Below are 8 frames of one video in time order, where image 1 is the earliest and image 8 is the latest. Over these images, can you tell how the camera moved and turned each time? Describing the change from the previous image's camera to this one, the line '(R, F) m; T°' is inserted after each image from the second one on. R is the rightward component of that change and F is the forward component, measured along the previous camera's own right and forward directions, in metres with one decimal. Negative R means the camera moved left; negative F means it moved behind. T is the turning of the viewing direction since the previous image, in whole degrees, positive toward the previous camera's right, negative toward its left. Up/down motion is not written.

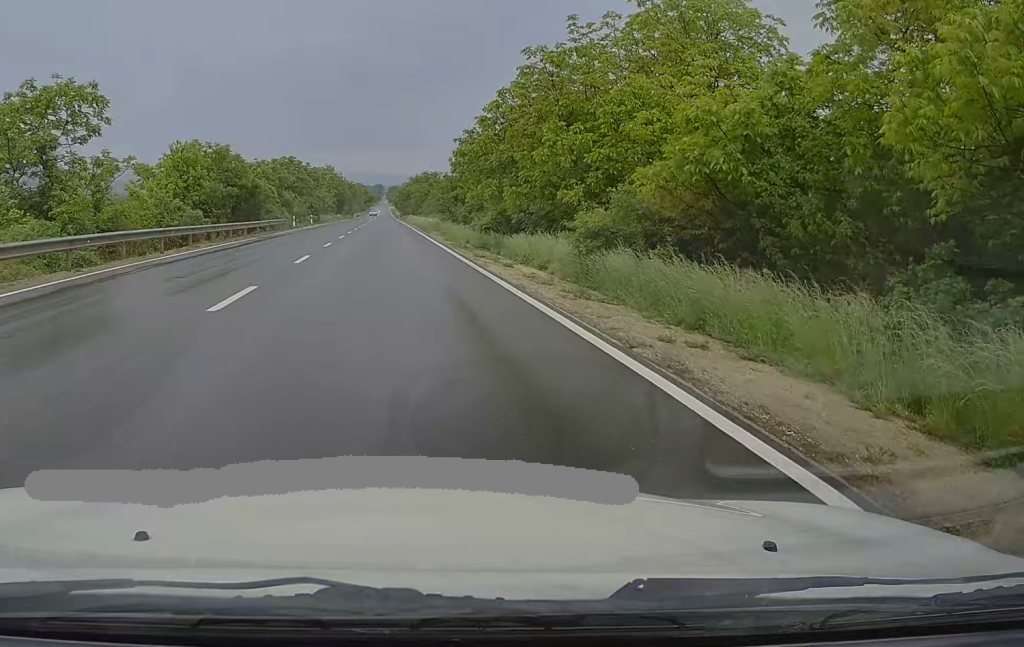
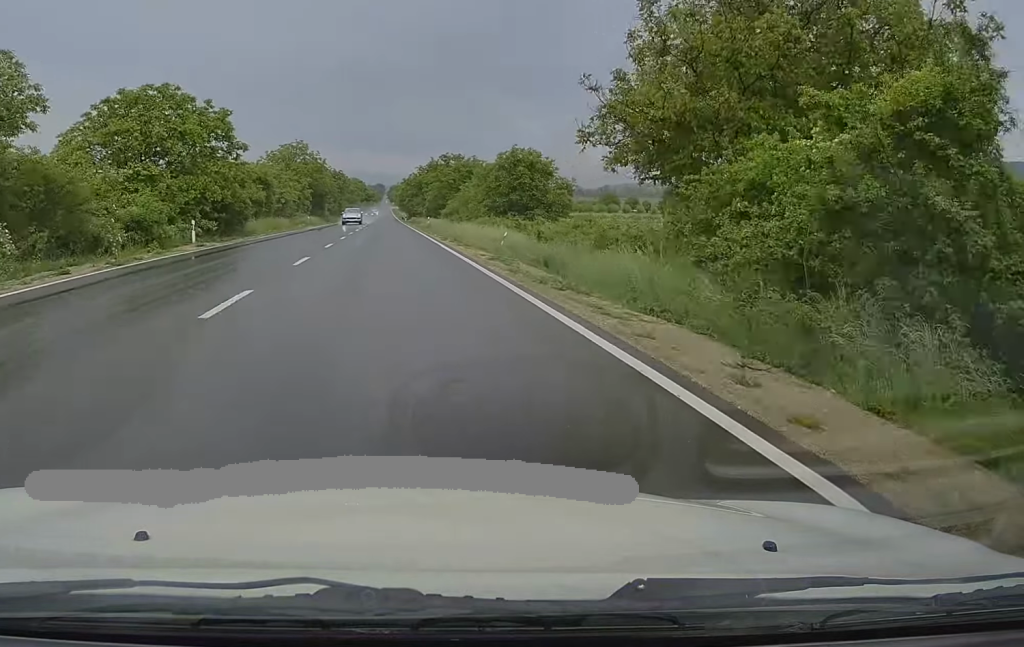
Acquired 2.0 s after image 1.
(-0.2, +53.9) m; -1°
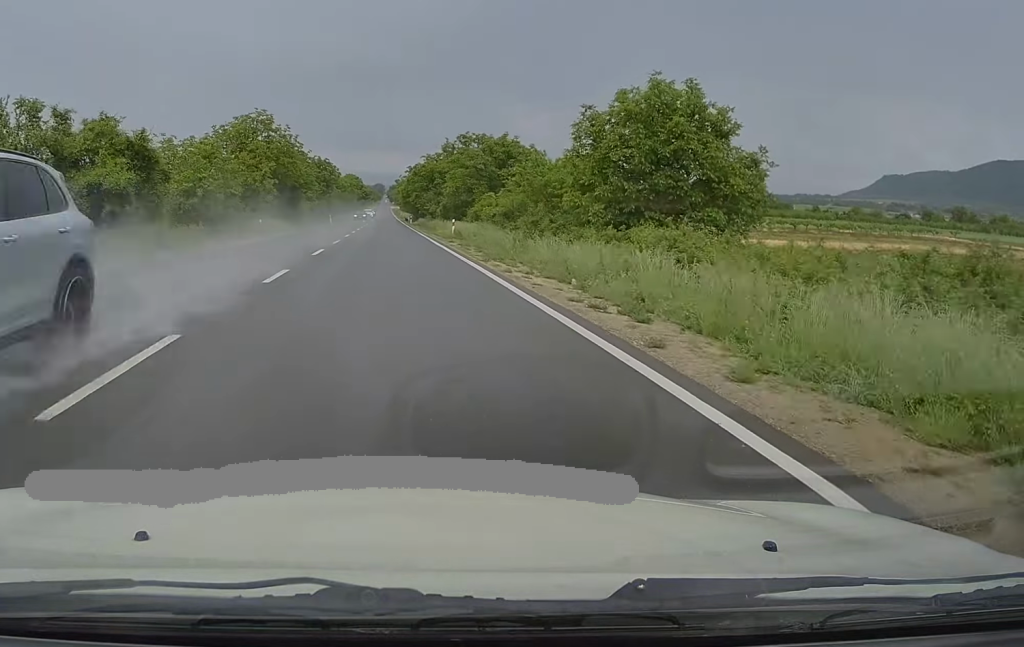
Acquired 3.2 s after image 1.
(-0.2, +31.1) m; +1°
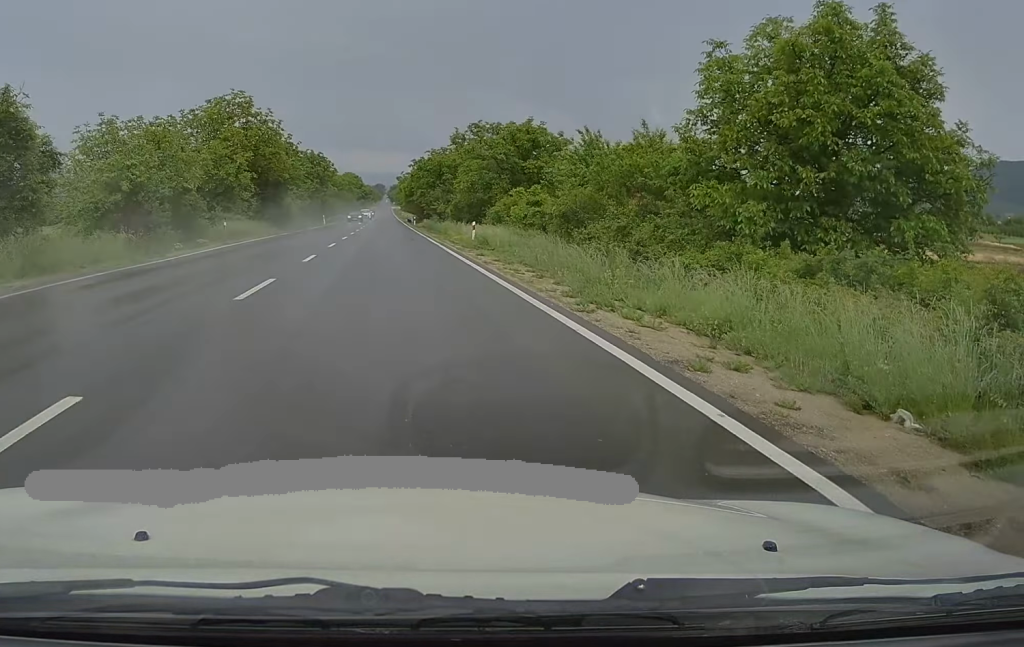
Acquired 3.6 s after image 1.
(+0.4, +11.6) m; 0°
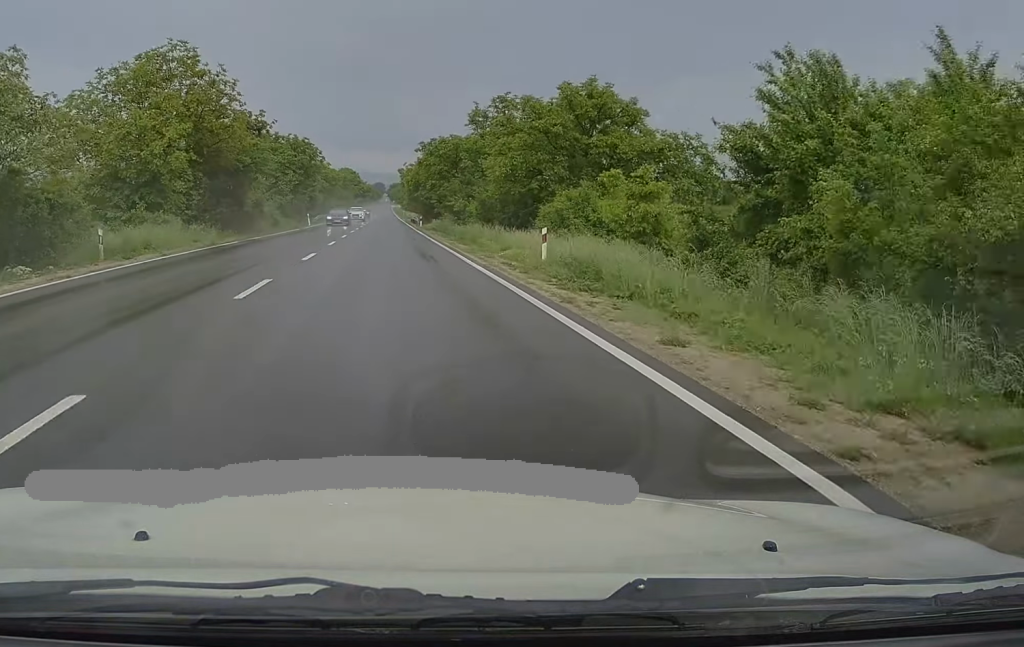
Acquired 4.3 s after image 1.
(+0.3, +17.7) m; 0°
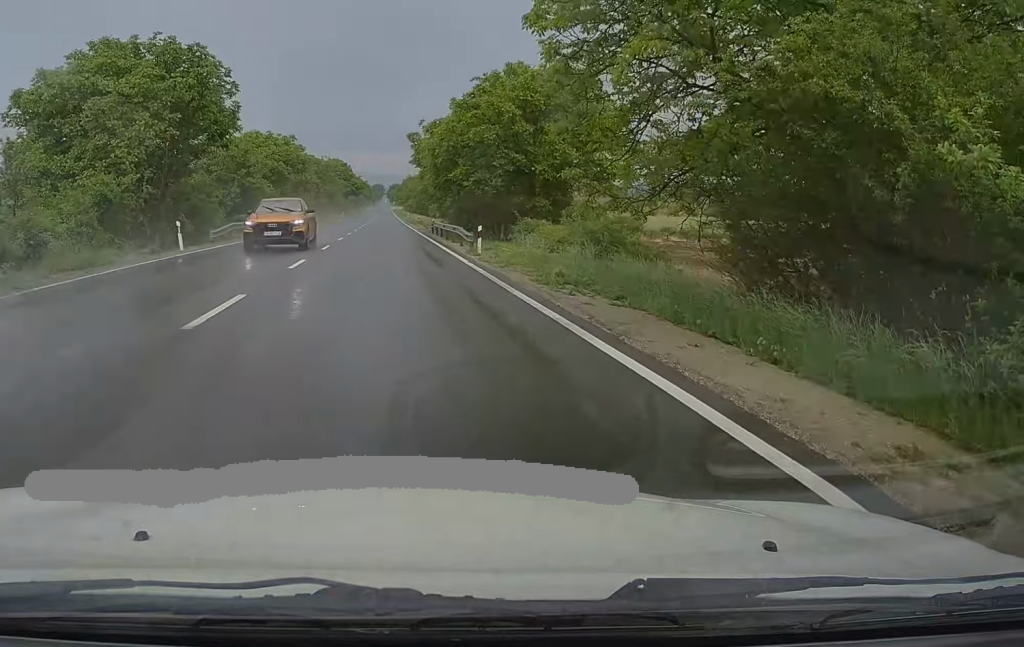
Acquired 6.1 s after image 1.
(-0.5, +47.0) m; -1°
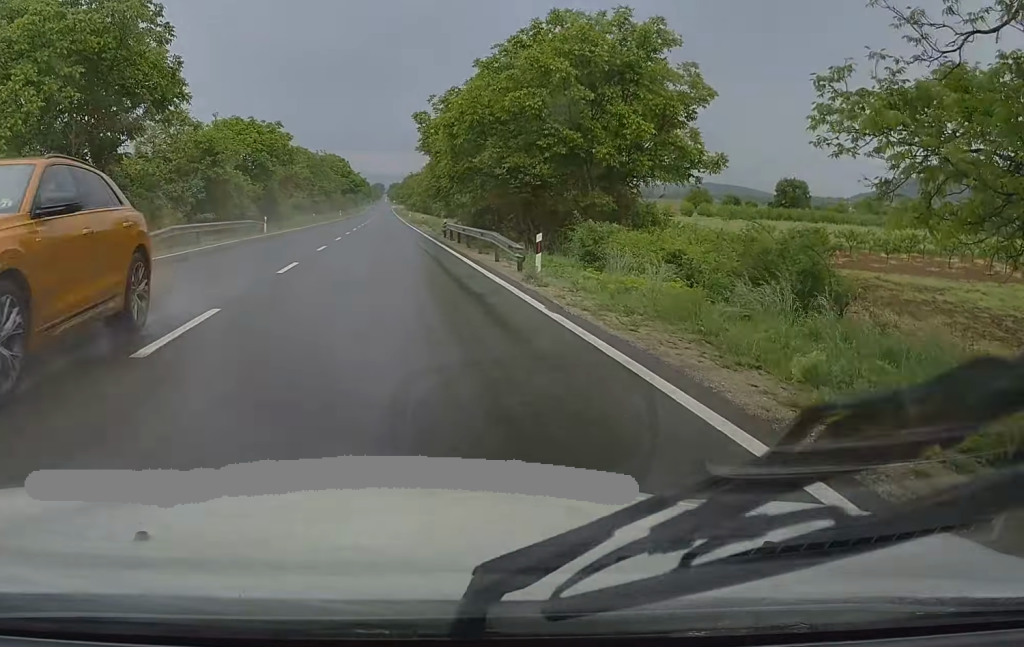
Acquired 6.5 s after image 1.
(0.0, +10.7) m; 0°
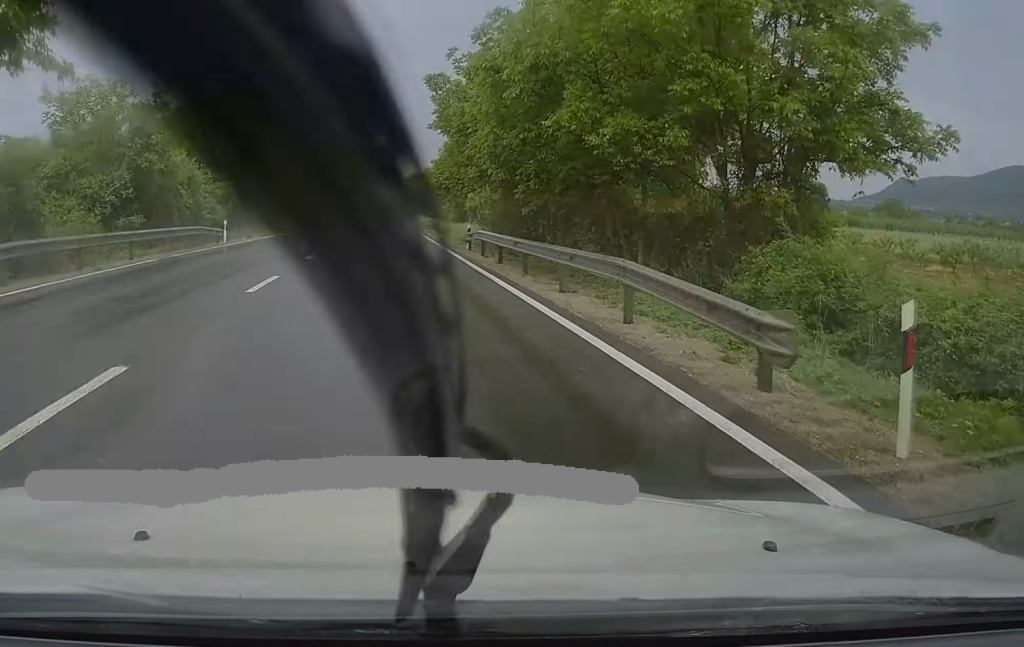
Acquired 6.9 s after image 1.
(0.0, +12.5) m; 0°
